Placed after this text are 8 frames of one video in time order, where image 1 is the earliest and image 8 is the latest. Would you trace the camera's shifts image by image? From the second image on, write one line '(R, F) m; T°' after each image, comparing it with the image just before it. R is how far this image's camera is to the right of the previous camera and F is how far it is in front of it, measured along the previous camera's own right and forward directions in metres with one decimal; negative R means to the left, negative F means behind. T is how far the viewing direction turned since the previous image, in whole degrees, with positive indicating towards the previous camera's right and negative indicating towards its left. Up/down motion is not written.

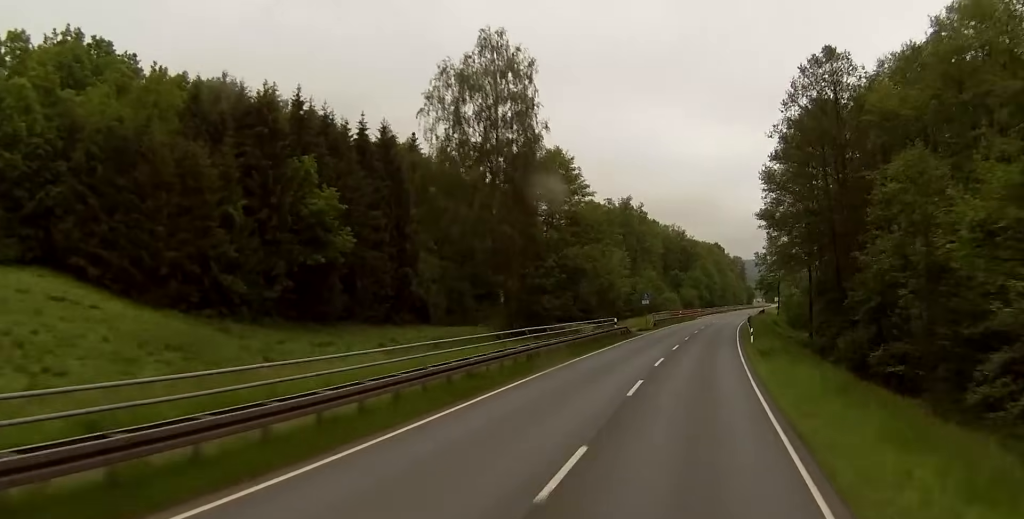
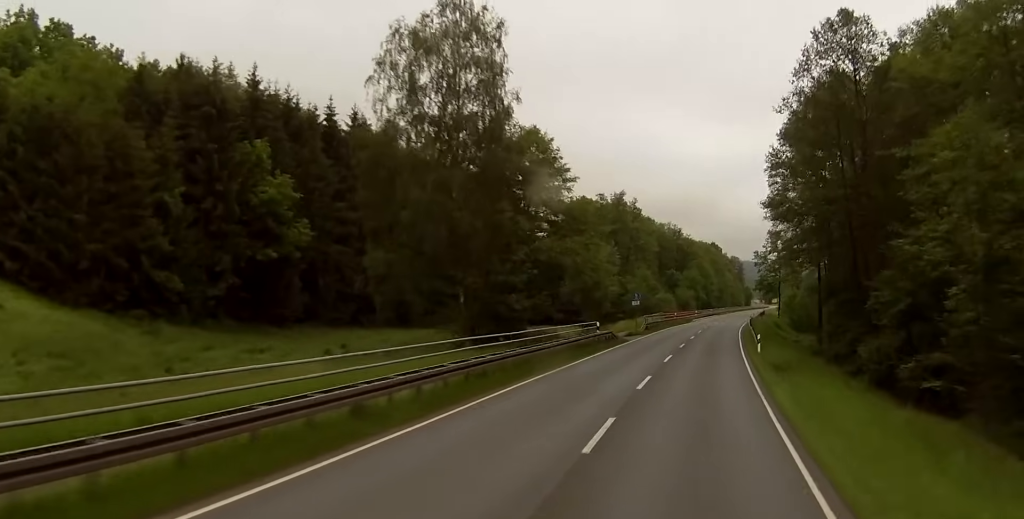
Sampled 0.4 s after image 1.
(+0.1, +6.7) m; +1°
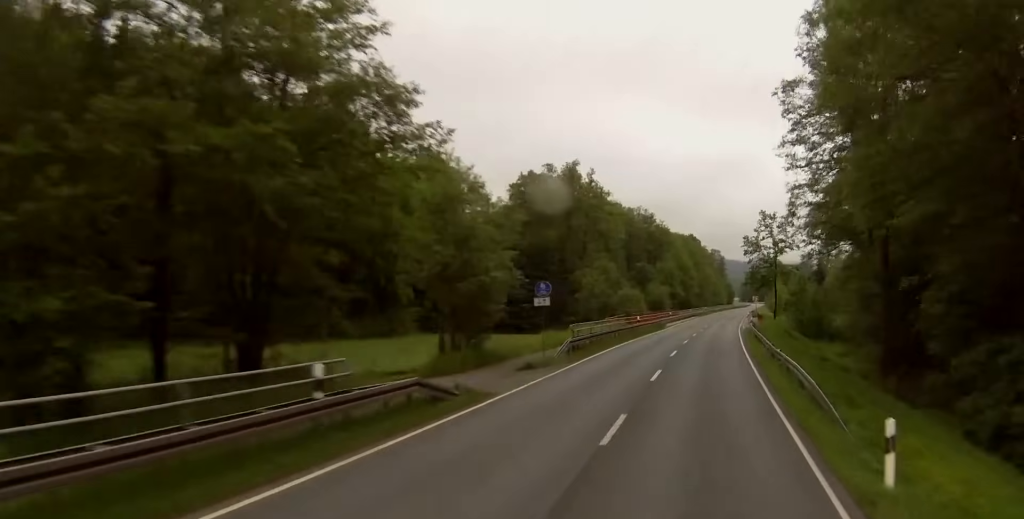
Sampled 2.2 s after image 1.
(+0.6, +30.6) m; +2°
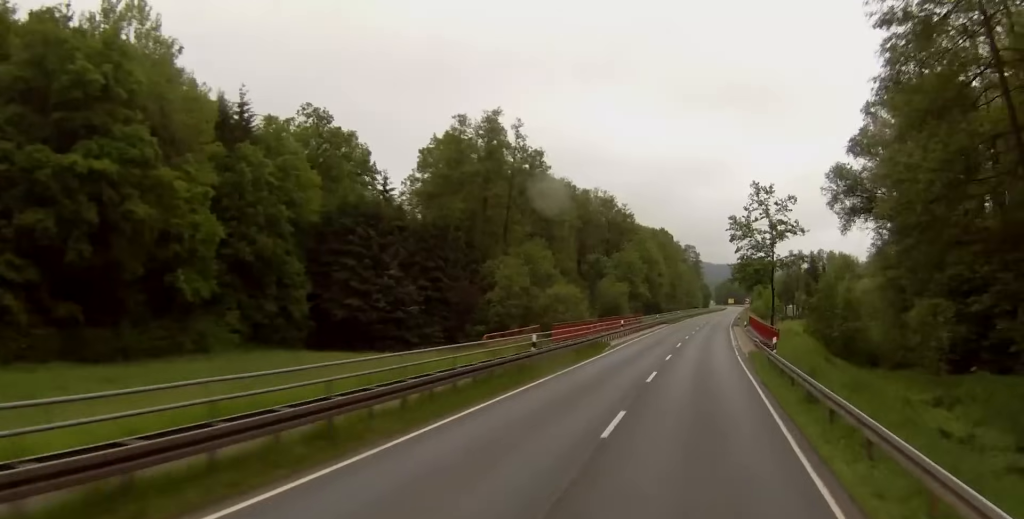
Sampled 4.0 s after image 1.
(+0.3, +35.4) m; +1°
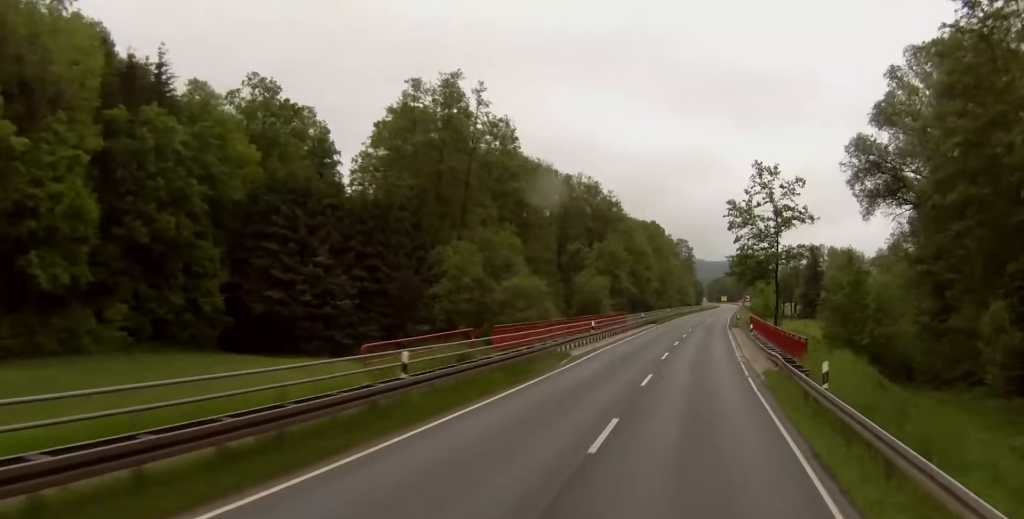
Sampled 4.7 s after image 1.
(0.0, +12.1) m; +1°
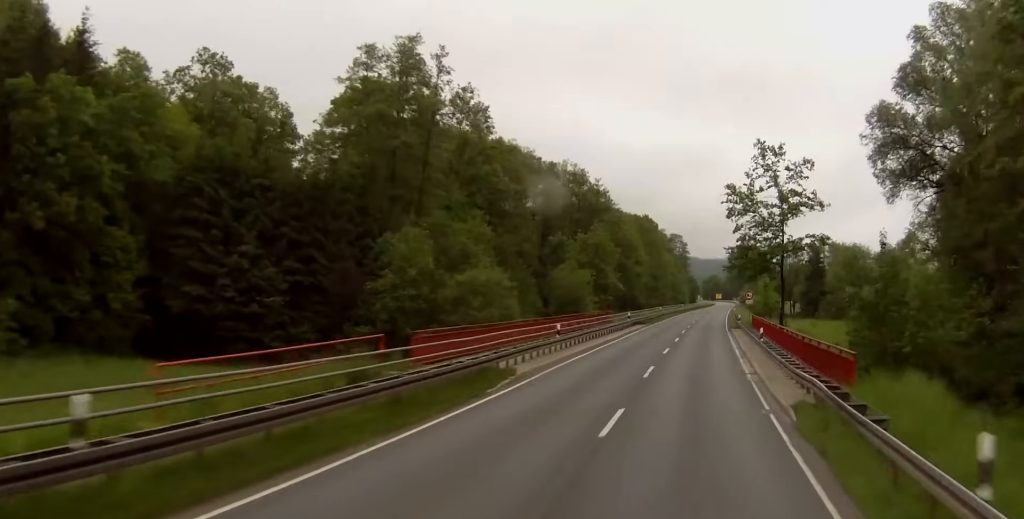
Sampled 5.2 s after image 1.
(0.0, +9.1) m; +1°
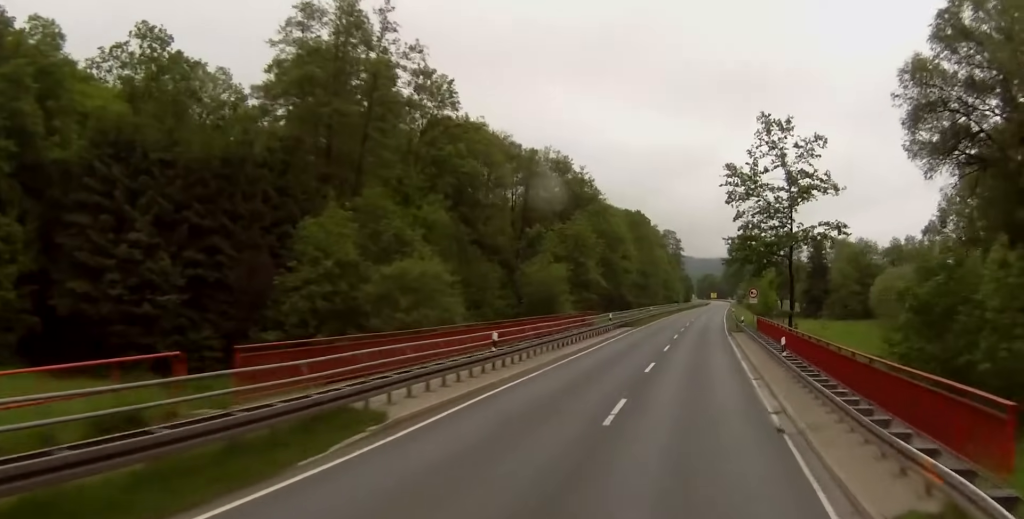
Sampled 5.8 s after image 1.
(+0.1, +10.0) m; +1°
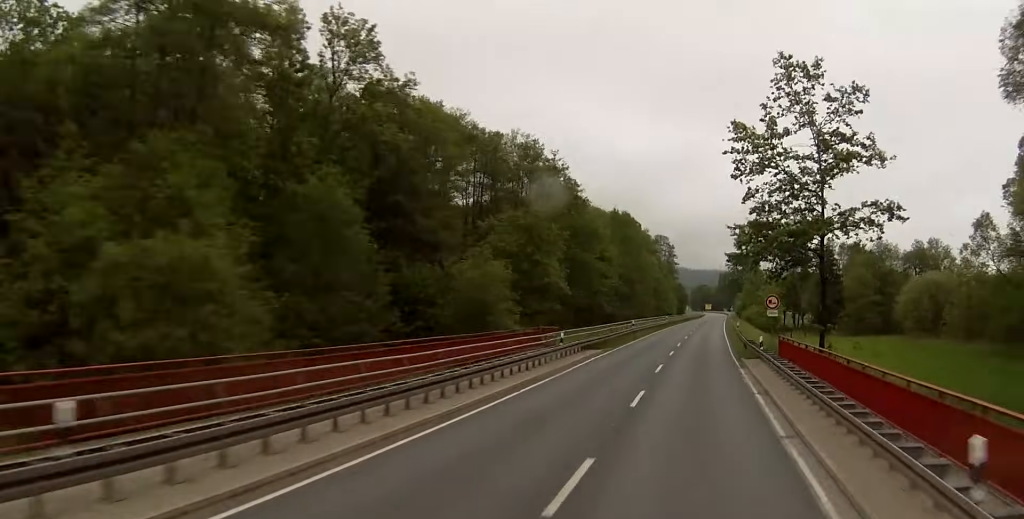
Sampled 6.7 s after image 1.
(+0.1, +17.7) m; +1°
